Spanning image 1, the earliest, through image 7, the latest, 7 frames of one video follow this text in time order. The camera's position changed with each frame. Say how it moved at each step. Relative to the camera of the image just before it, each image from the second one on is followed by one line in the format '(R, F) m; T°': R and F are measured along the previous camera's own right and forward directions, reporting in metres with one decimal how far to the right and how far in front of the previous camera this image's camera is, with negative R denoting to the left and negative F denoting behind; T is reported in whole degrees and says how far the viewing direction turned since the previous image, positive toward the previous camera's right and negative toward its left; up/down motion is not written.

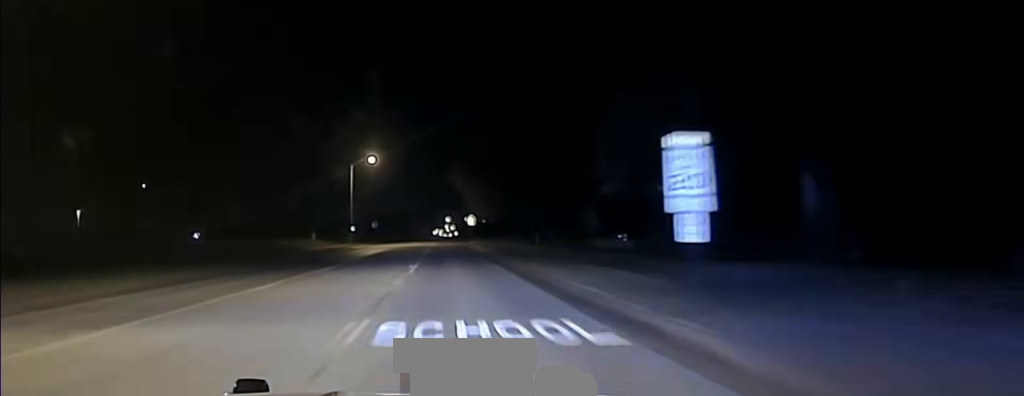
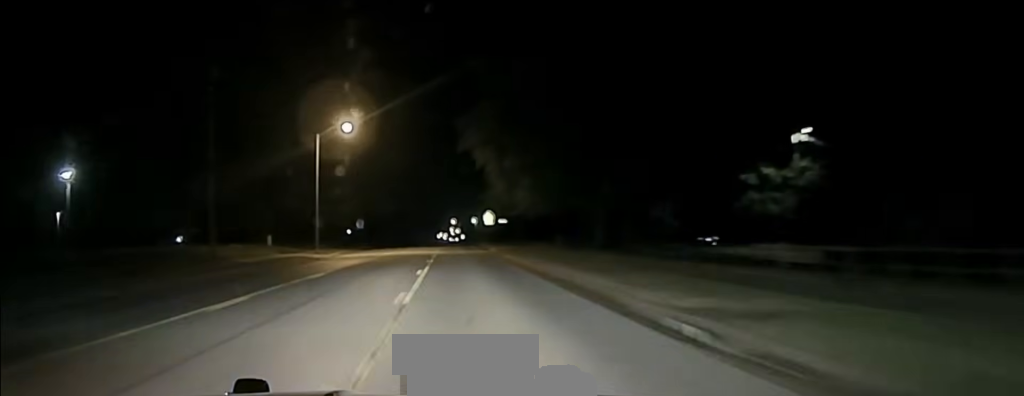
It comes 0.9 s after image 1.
(-0.3, +26.2) m; -1°
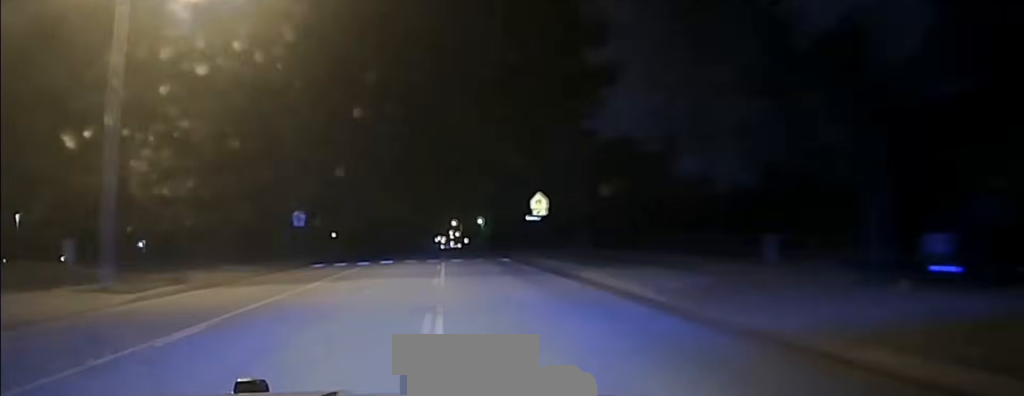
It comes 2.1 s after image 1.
(-0.1, +46.0) m; 0°
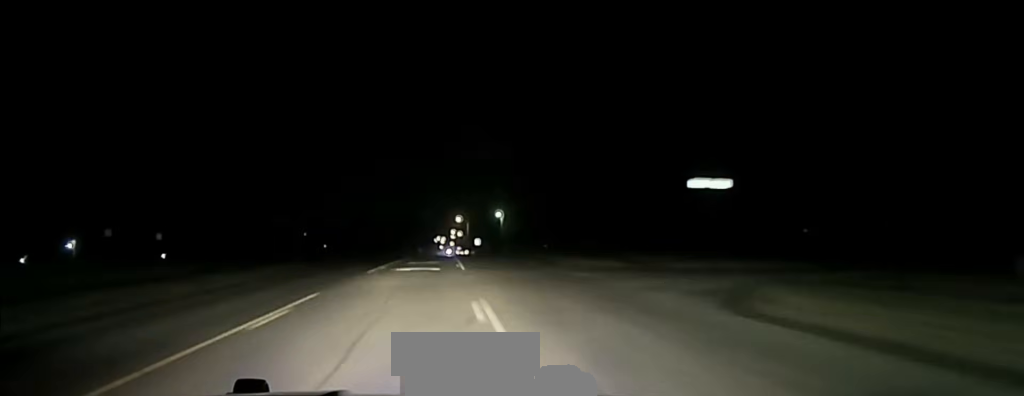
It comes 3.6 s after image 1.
(+0.1, +60.7) m; 0°
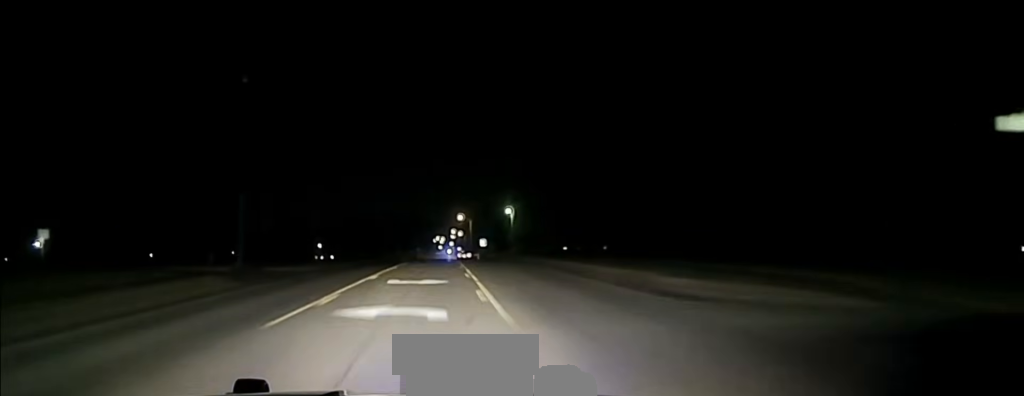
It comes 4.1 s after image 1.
(-0.1, +20.9) m; 0°
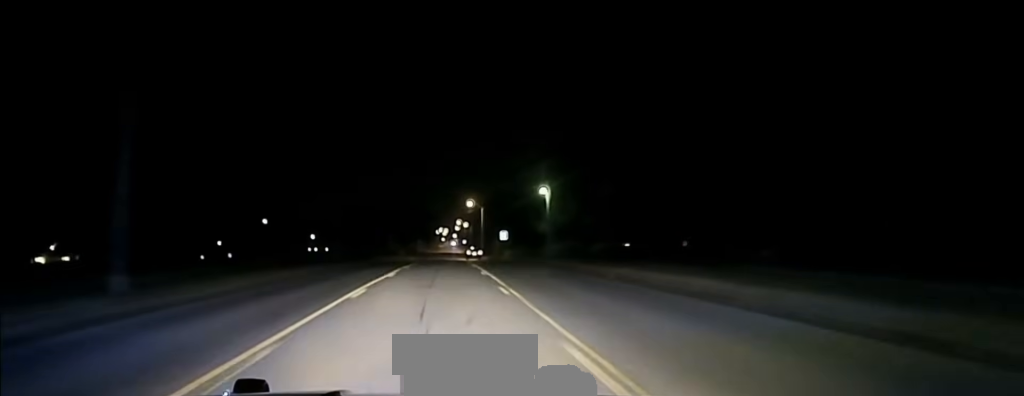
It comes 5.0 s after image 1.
(-0.1, +35.3) m; 0°
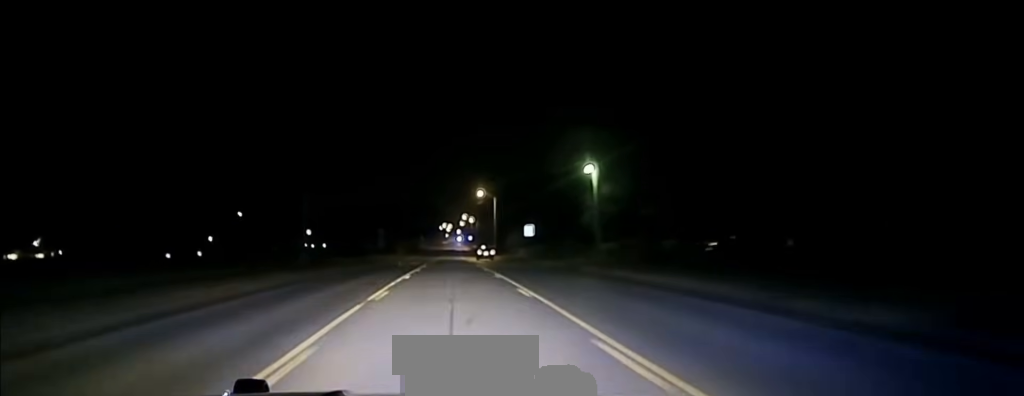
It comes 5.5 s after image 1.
(+0.2, +23.4) m; 0°
